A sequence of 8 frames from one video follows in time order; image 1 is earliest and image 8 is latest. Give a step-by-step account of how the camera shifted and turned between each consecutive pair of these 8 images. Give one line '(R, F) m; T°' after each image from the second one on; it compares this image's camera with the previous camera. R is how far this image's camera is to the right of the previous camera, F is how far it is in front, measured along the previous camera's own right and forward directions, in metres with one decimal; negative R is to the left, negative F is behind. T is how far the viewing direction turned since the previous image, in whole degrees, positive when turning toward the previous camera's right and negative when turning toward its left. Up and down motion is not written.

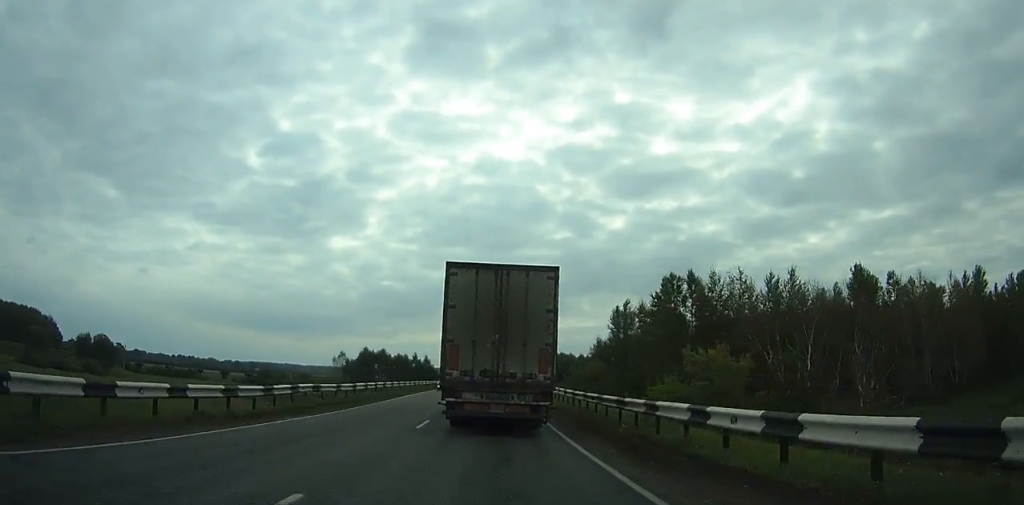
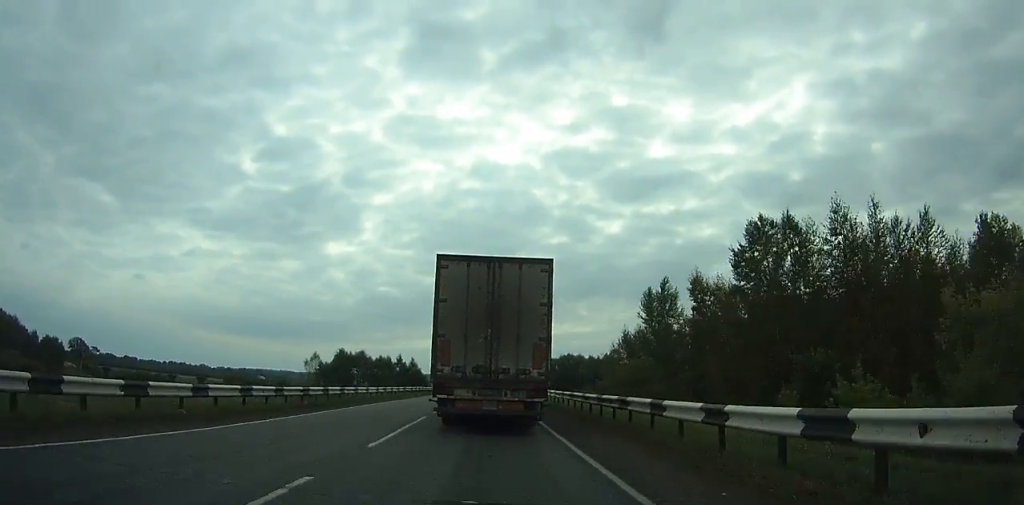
(+0.1, +28.3) m; 0°
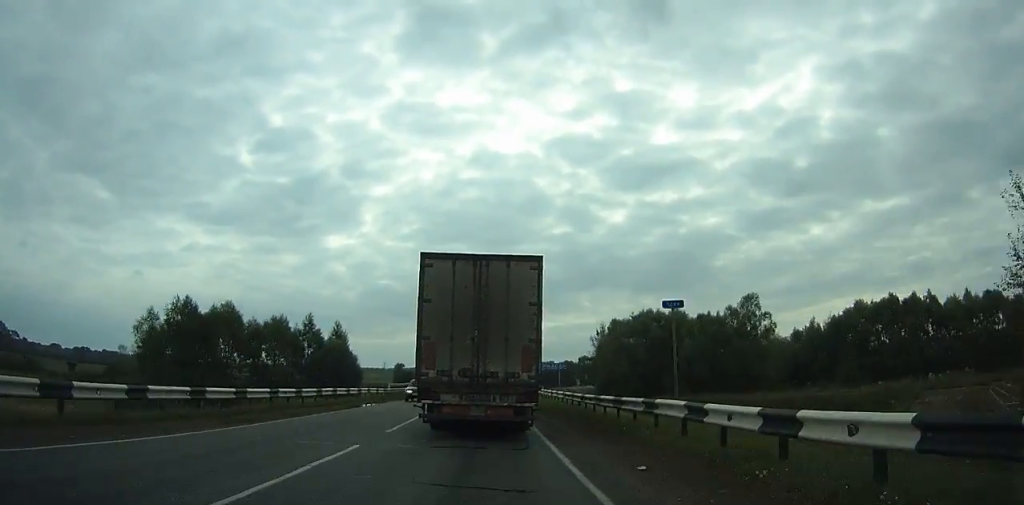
(+0.1, +91.4) m; 0°
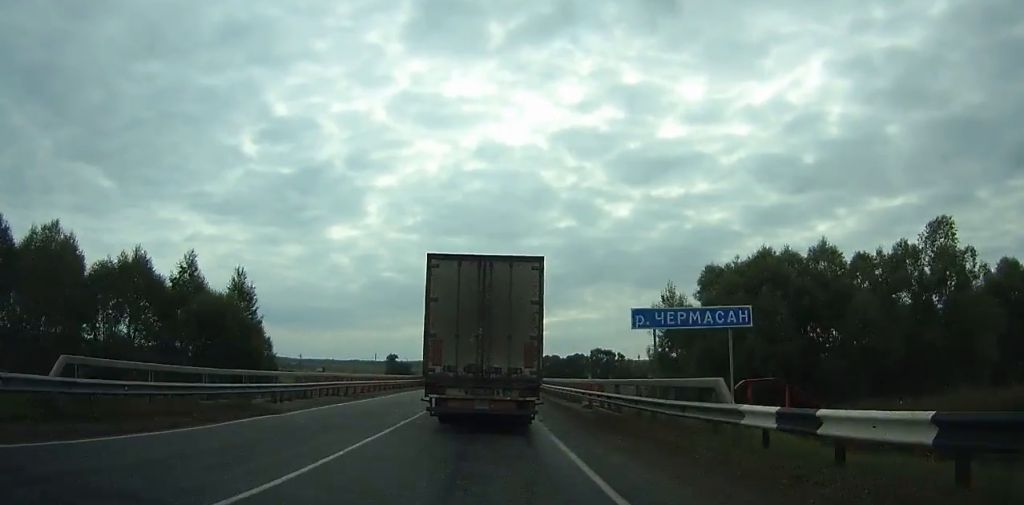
(-0.2, +39.1) m; 0°
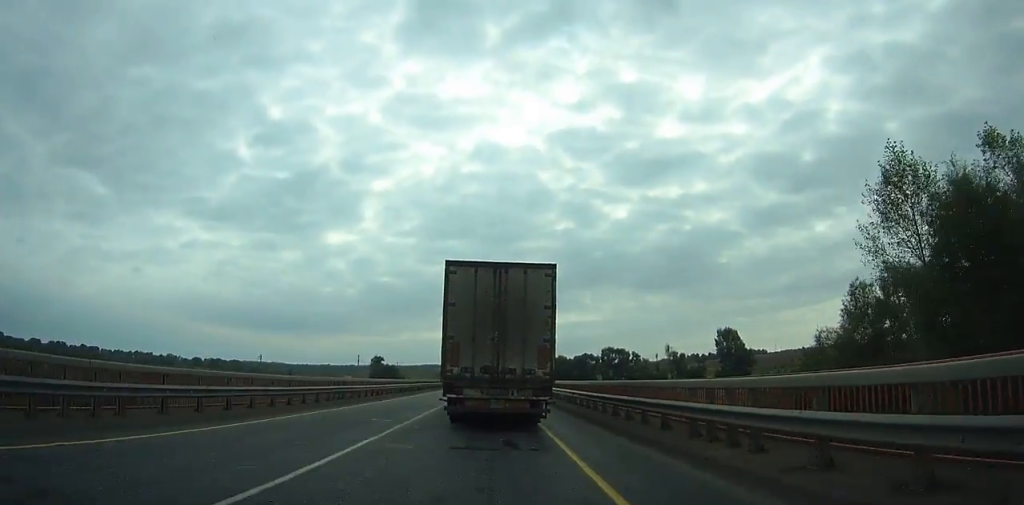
(0.0, +41.2) m; 0°
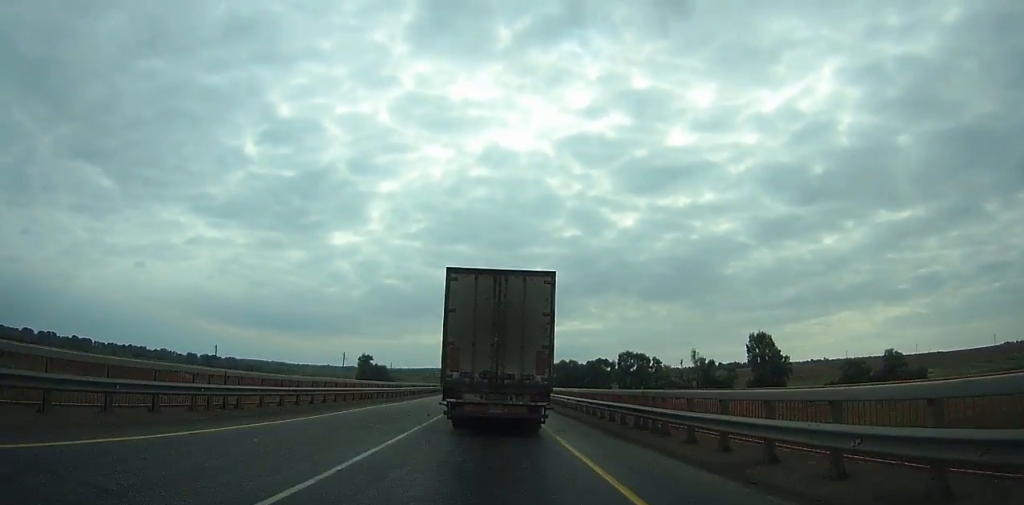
(-0.1, +35.8) m; 0°
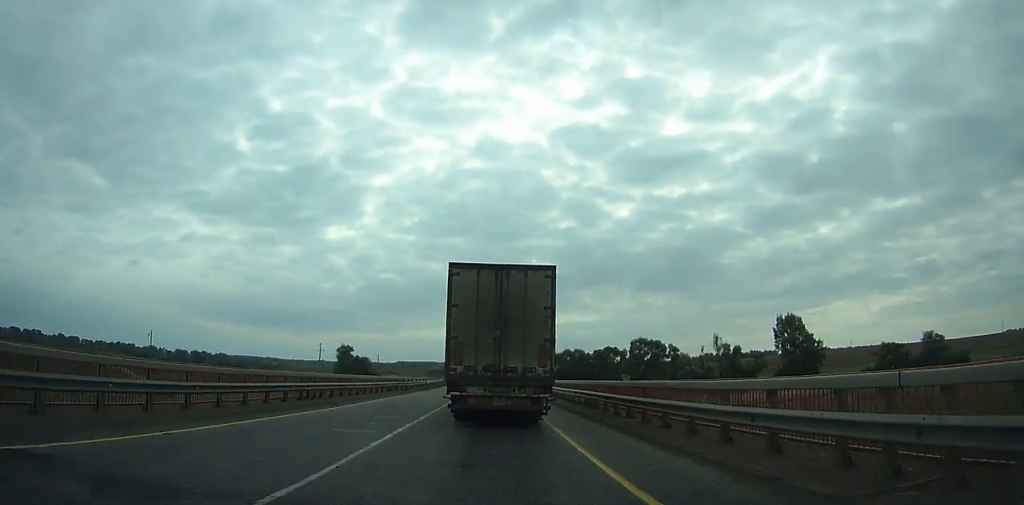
(0.0, +31.9) m; 0°
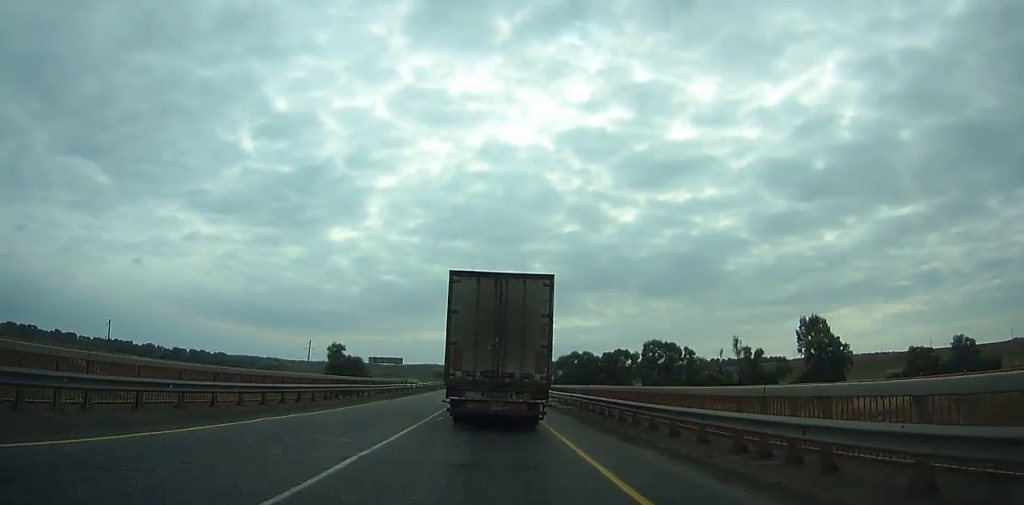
(0.0, +17.3) m; 0°
